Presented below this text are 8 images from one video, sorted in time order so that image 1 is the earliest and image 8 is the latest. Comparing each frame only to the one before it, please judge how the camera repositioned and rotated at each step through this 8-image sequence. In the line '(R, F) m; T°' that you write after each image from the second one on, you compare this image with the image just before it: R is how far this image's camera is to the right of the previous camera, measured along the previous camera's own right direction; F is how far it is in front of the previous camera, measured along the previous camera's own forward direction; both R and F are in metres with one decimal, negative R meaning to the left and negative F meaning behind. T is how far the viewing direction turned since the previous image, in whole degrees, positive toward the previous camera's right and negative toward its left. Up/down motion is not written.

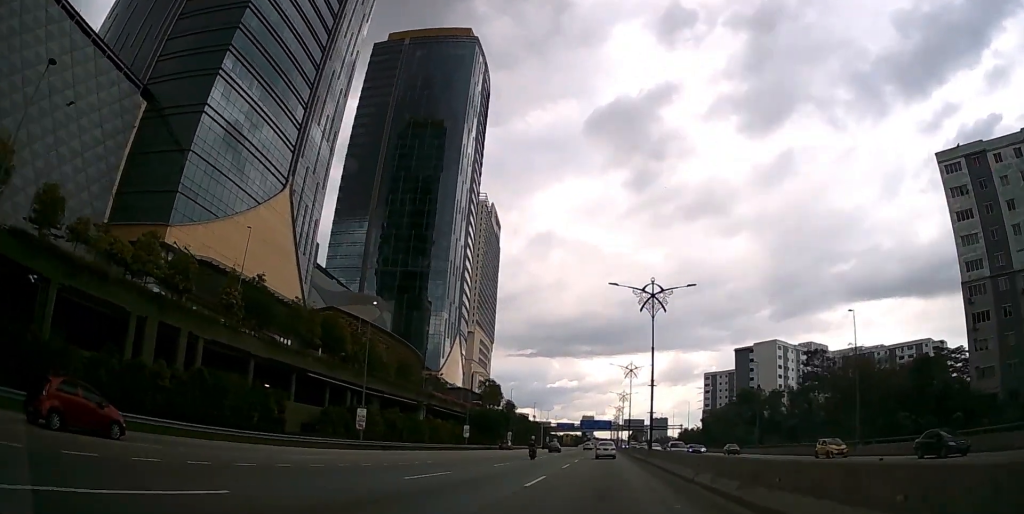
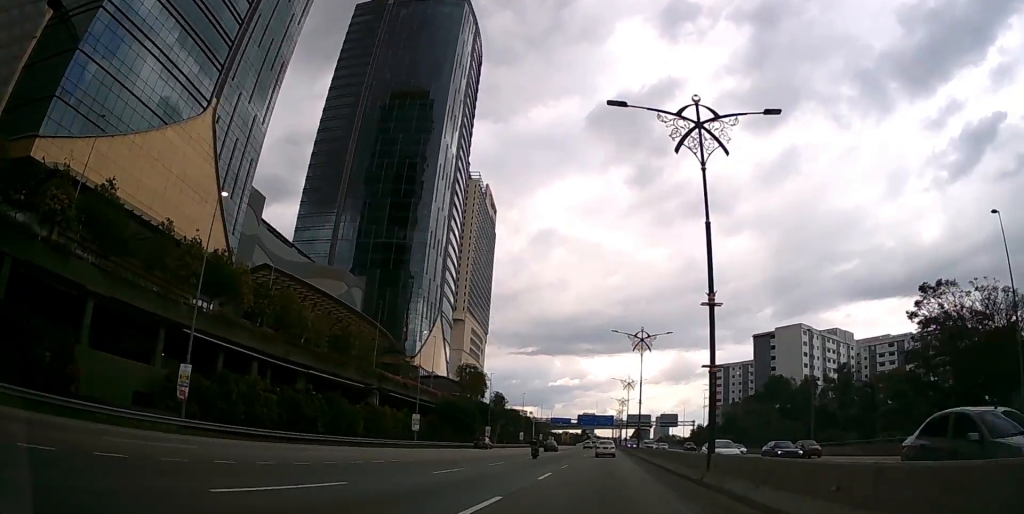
(0.0, +21.7) m; 0°
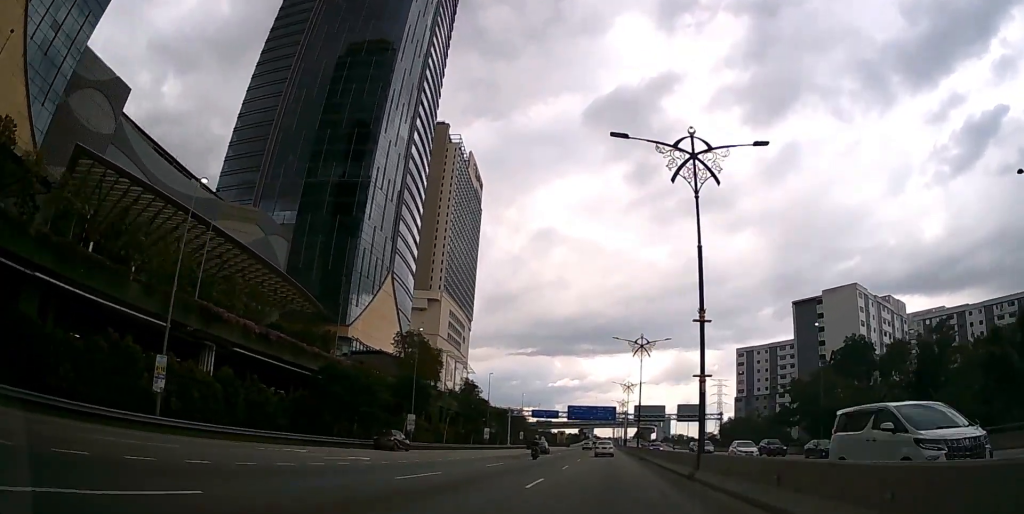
(-0.1, +37.2) m; 0°
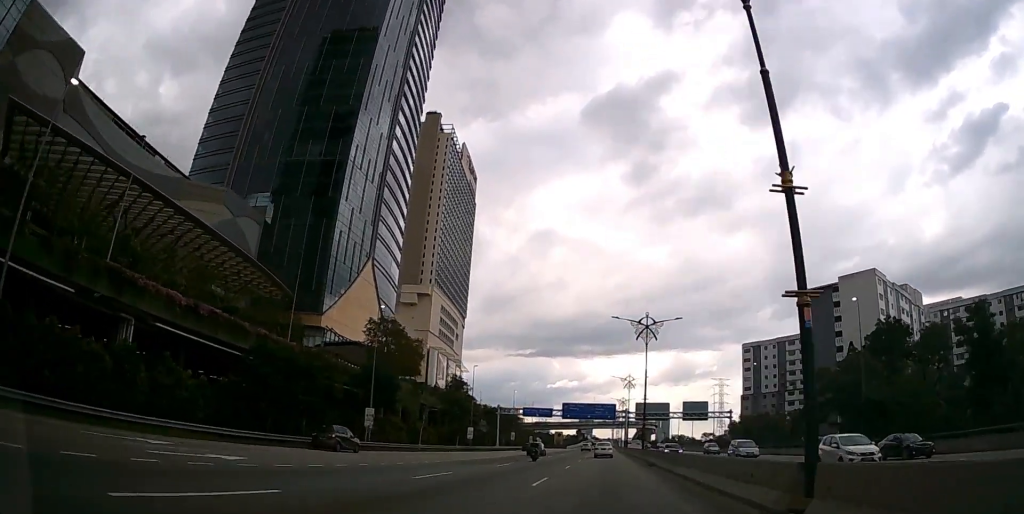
(0.0, +11.1) m; 0°
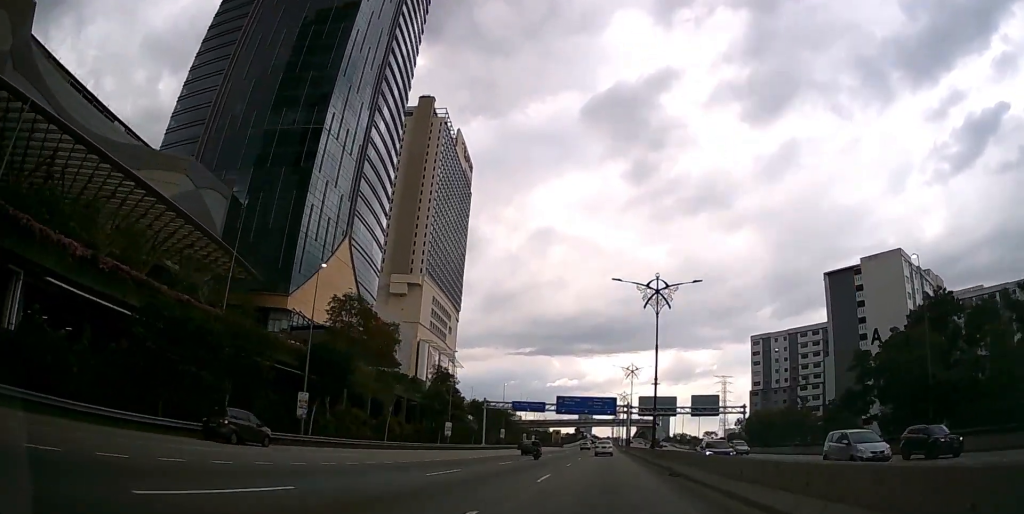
(0.0, +11.0) m; 0°
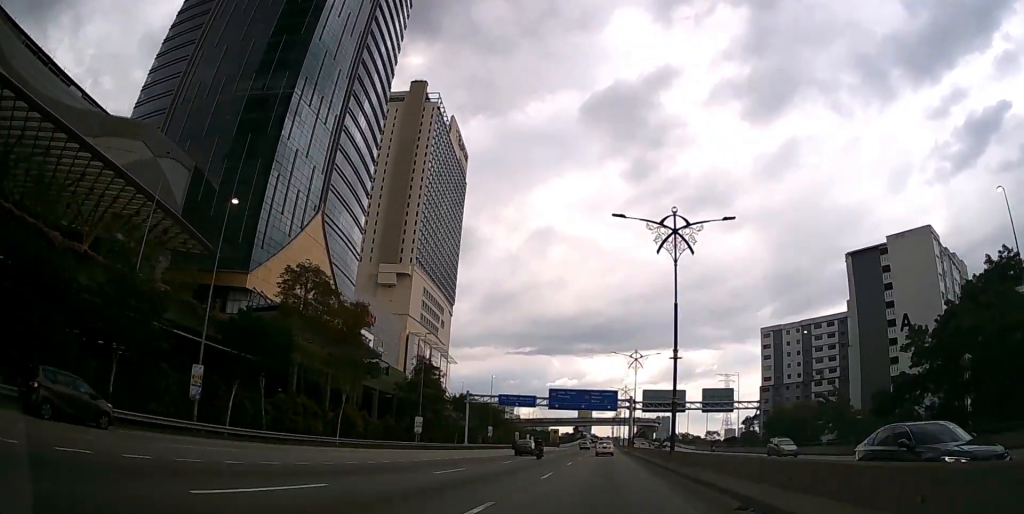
(0.0, +11.0) m; 0°
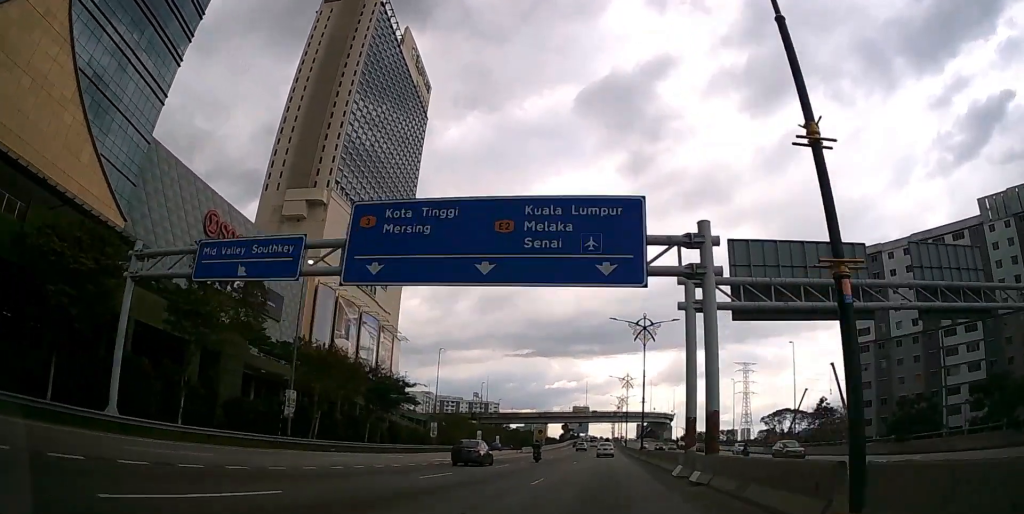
(0.0, +61.7) m; 0°
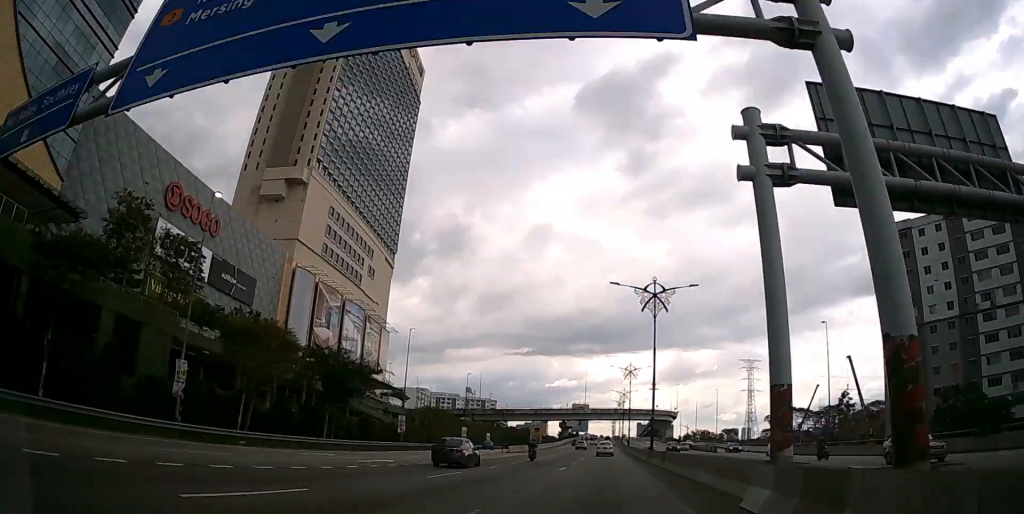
(0.0, +10.8) m; 0°
